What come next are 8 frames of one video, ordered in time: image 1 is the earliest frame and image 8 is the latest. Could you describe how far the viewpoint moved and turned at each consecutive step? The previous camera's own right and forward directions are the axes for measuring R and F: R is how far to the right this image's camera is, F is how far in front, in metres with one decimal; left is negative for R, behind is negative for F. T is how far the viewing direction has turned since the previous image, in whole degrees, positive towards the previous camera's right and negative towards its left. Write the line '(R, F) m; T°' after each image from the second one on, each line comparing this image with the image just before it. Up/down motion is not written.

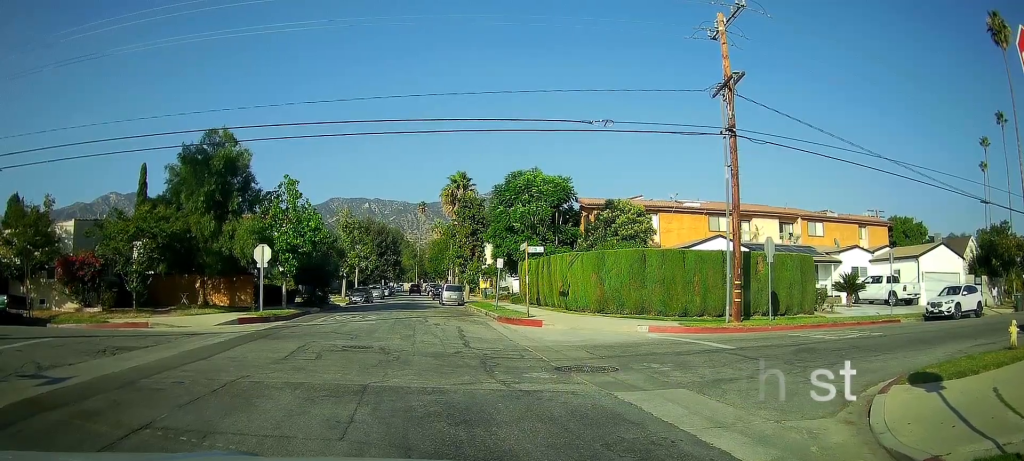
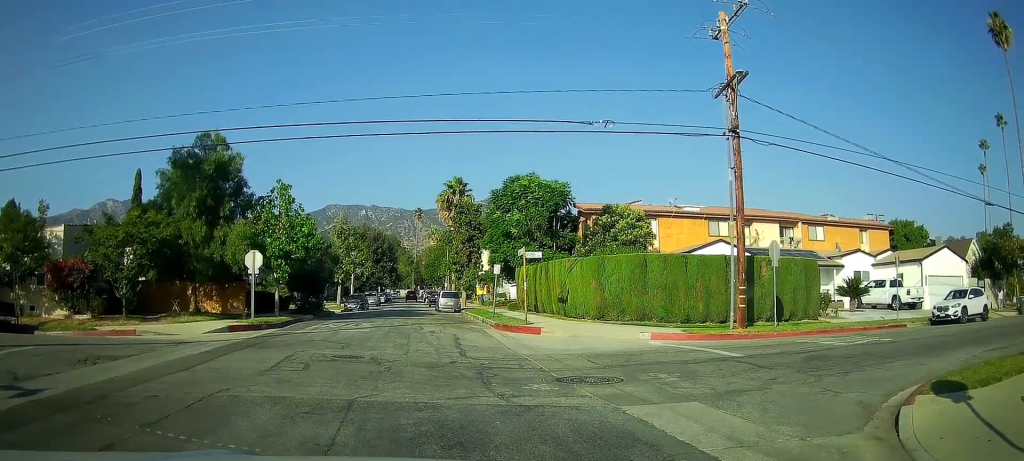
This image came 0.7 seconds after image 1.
(0.0, +0.4) m; 0°
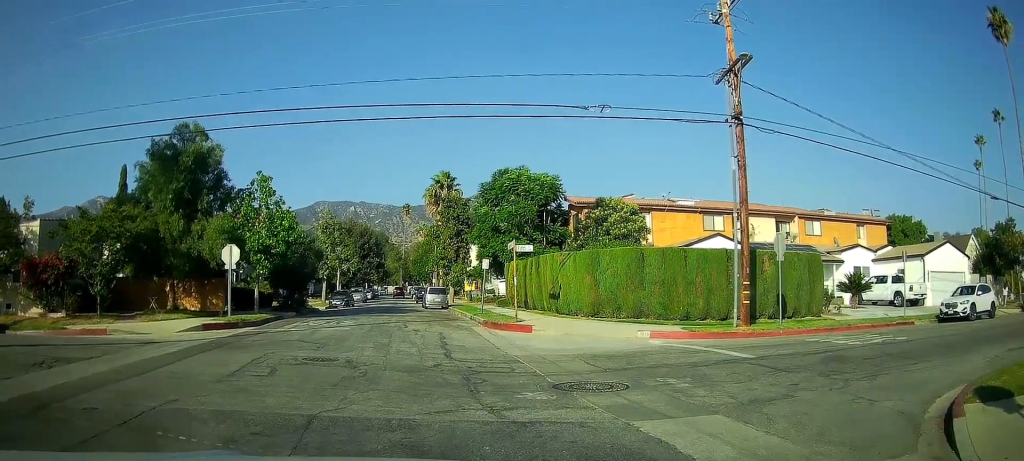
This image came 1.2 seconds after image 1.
(0.0, +0.4) m; 0°
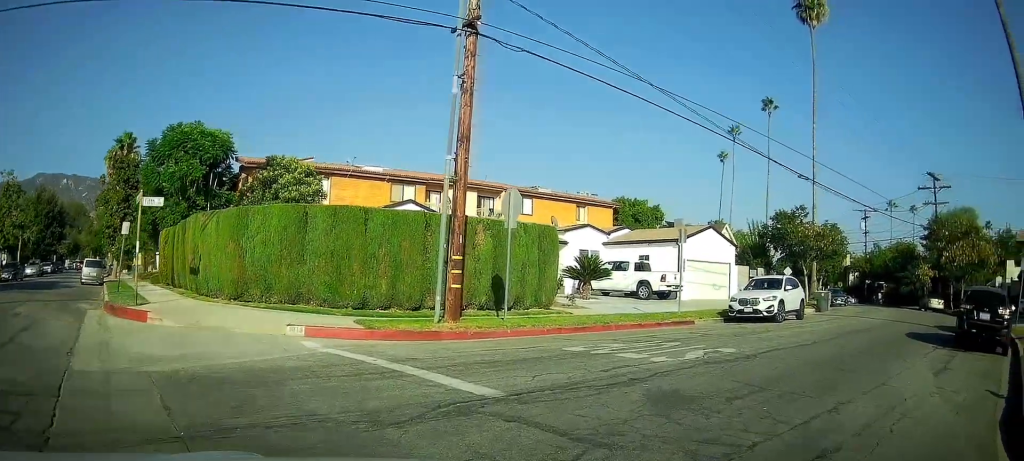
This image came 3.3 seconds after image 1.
(+2.9, +5.4) m; +51°
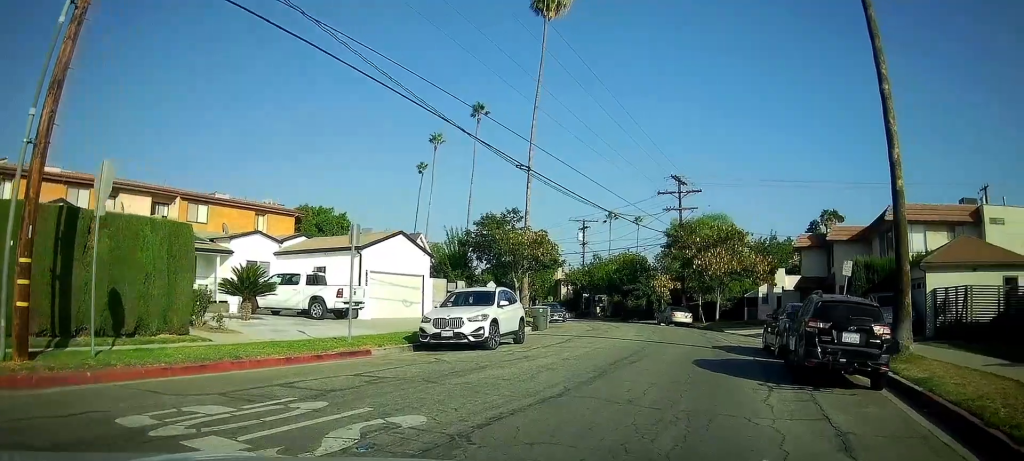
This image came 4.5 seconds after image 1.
(+0.9, +5.8) m; +14°
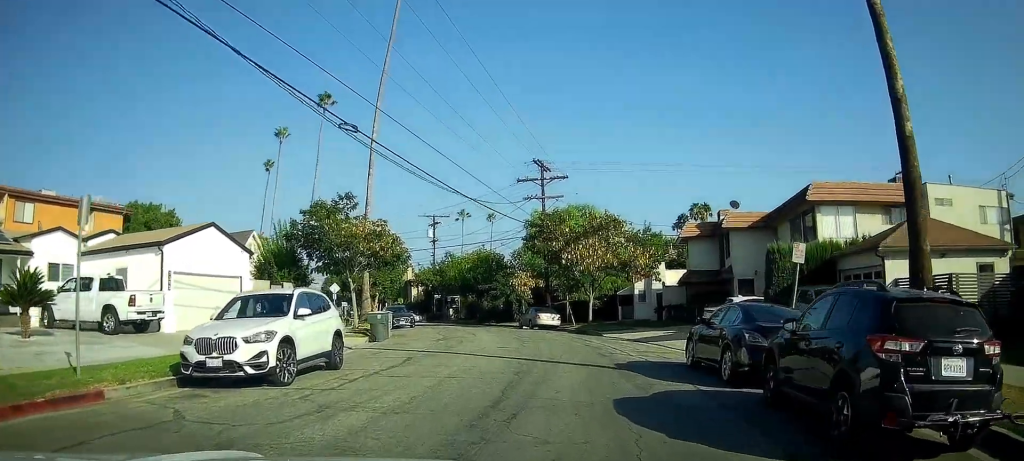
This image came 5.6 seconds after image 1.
(+0.7, +6.7) m; +12°
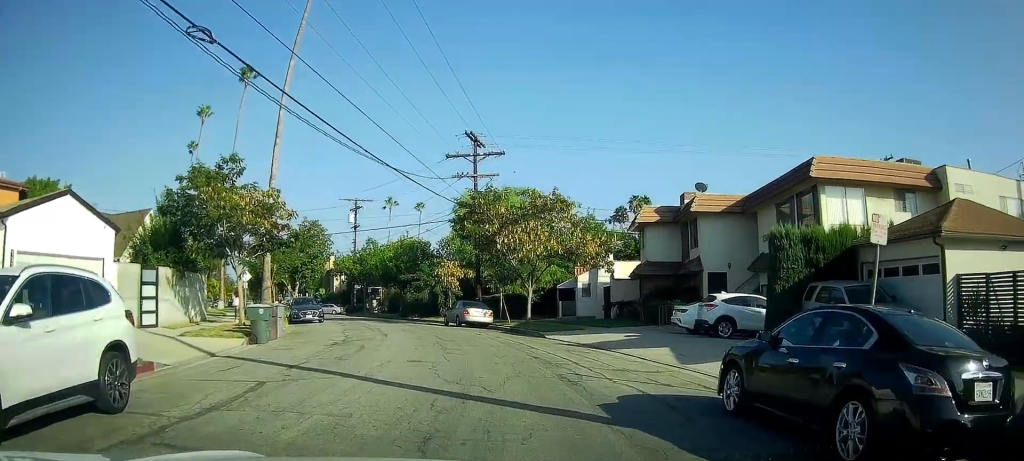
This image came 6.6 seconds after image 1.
(+0.6, +7.1) m; +2°
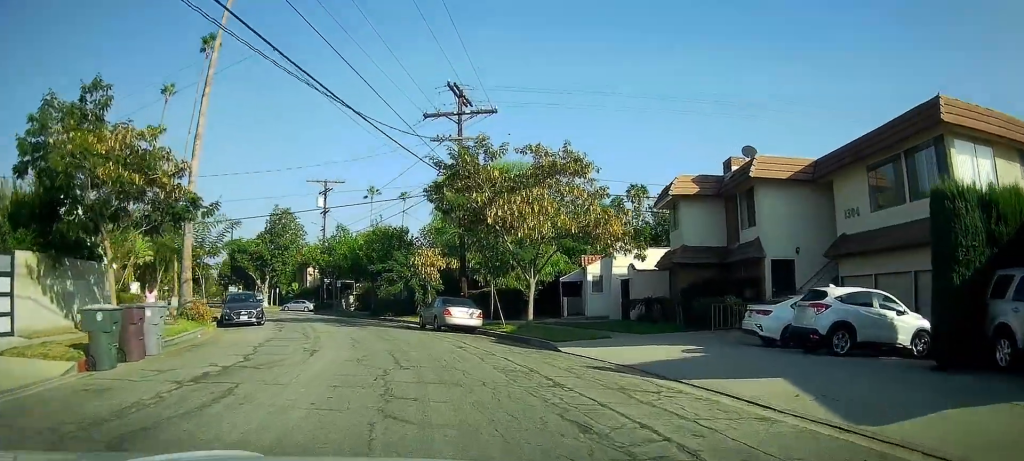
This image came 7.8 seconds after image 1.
(-0.6, +9.5) m; -6°
